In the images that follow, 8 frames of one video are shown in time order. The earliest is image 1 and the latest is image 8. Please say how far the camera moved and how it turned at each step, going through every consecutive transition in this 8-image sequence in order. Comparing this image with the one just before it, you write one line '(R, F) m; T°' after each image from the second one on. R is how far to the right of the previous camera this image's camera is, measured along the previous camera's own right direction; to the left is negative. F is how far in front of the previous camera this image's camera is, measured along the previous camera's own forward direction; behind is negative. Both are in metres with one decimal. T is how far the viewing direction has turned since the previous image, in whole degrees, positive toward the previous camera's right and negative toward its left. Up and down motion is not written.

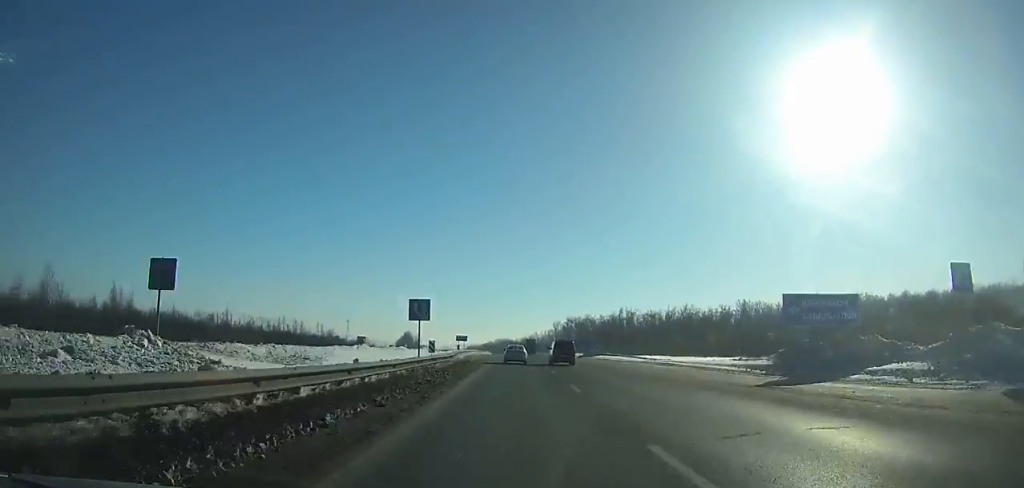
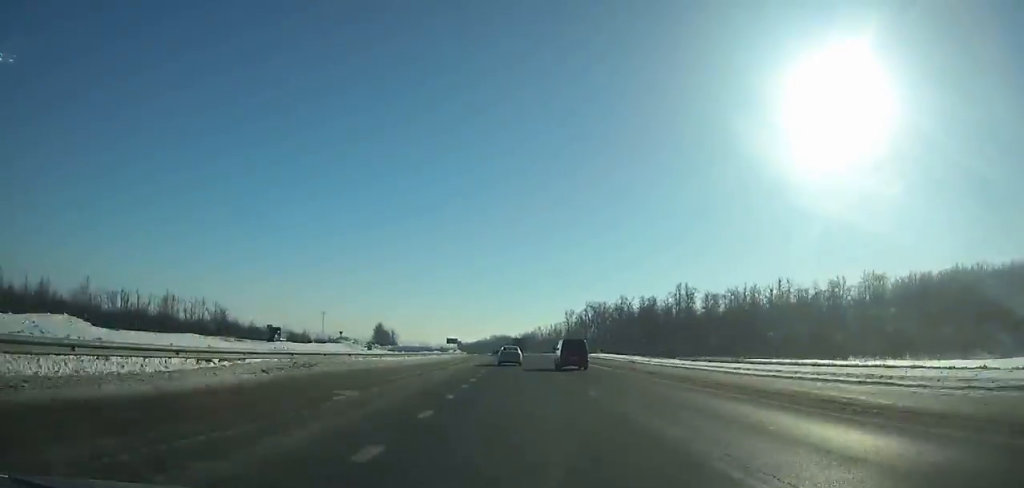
(0.0, +99.1) m; -1°
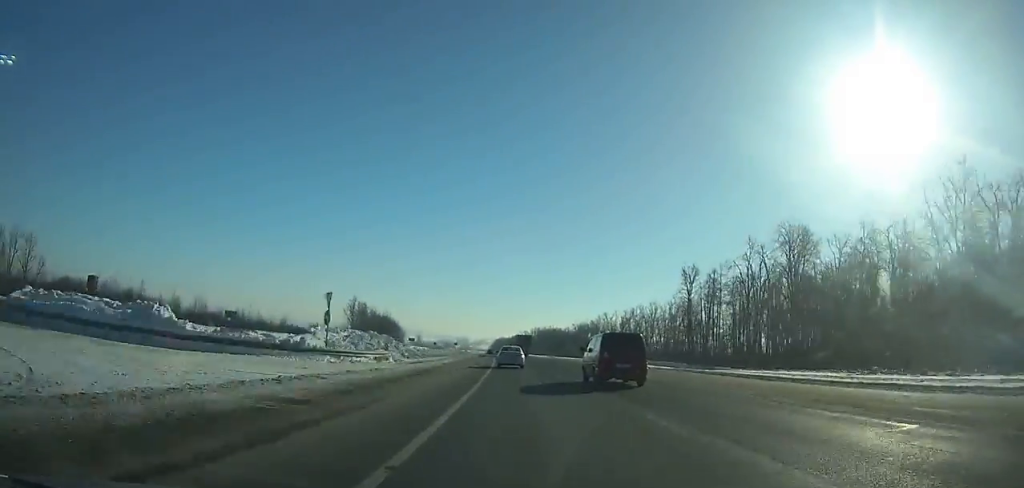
(-4.3, +139.2) m; -4°
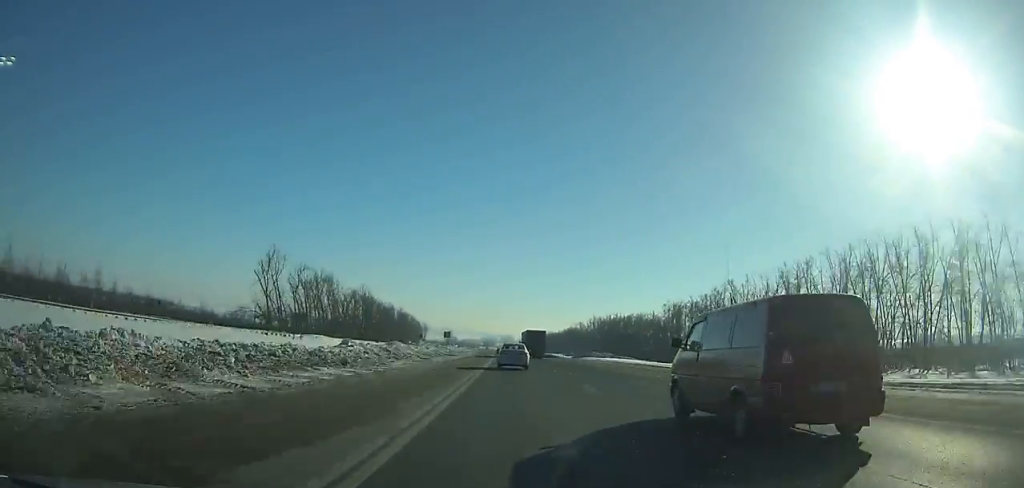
(-4.1, +112.3) m; -4°
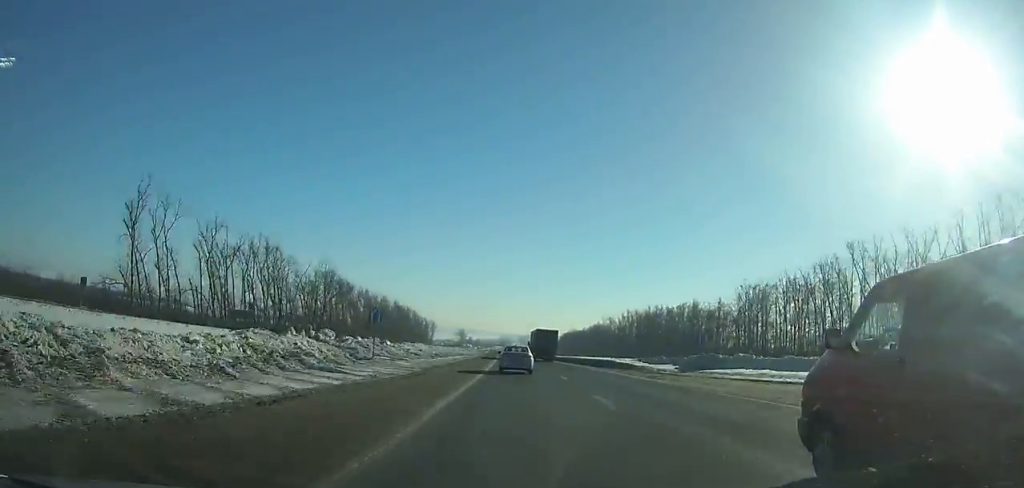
(-0.6, +50.5) m; -1°
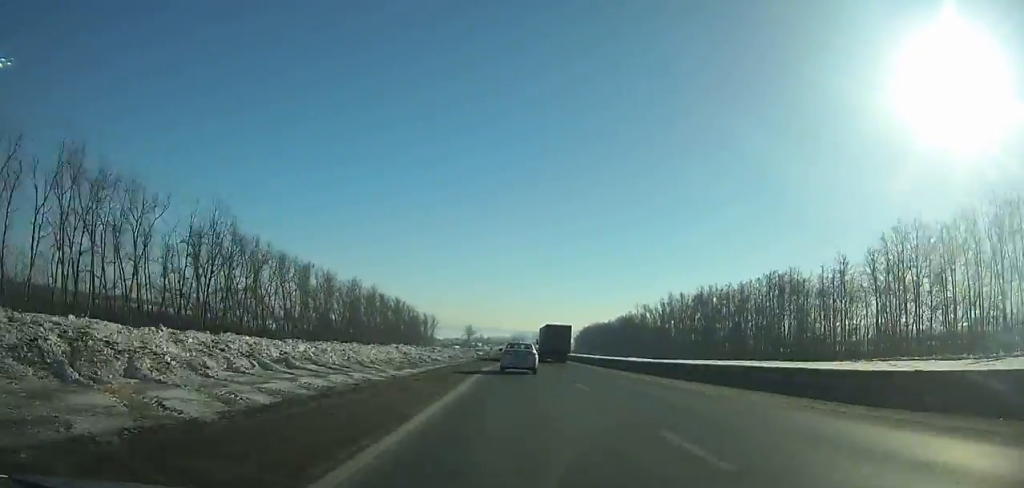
(-0.8, +56.4) m; -1°
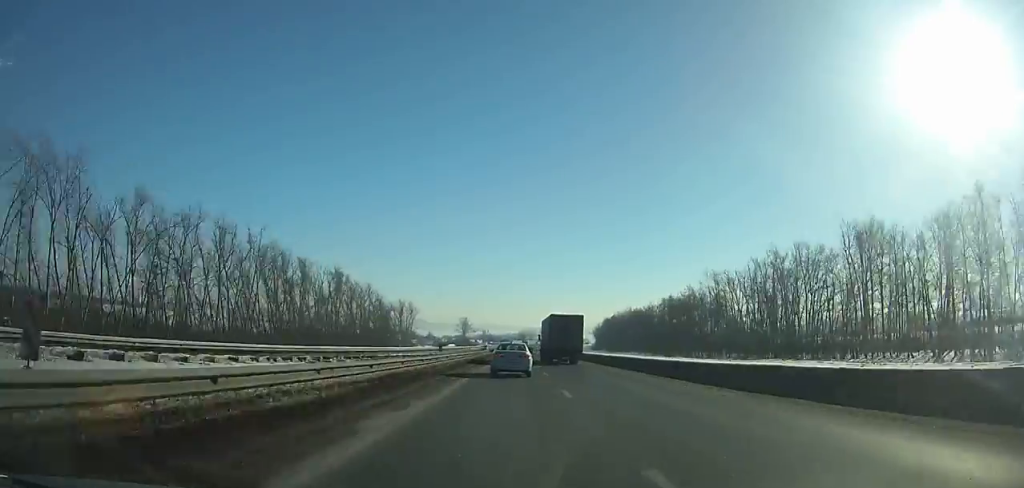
(-0.8, +85.9) m; -1°
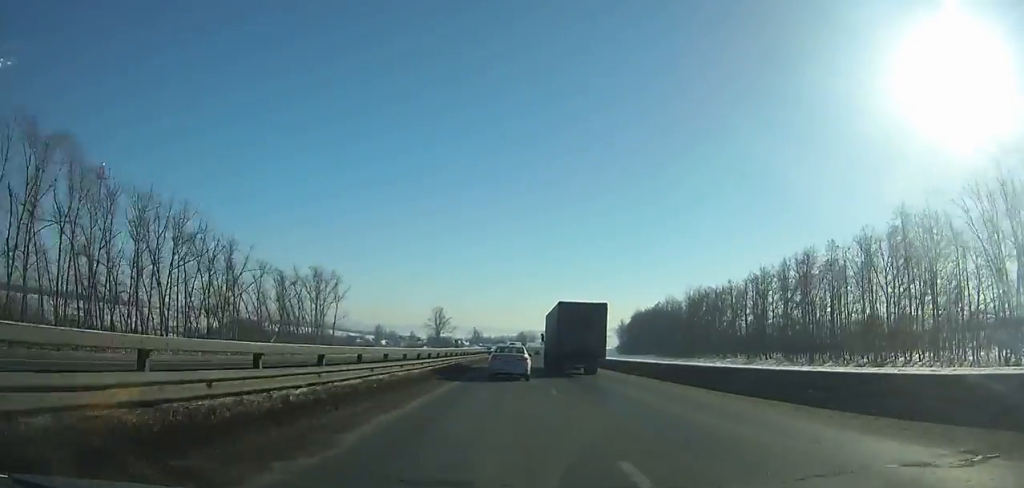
(-0.1, +109.2) m; 0°
